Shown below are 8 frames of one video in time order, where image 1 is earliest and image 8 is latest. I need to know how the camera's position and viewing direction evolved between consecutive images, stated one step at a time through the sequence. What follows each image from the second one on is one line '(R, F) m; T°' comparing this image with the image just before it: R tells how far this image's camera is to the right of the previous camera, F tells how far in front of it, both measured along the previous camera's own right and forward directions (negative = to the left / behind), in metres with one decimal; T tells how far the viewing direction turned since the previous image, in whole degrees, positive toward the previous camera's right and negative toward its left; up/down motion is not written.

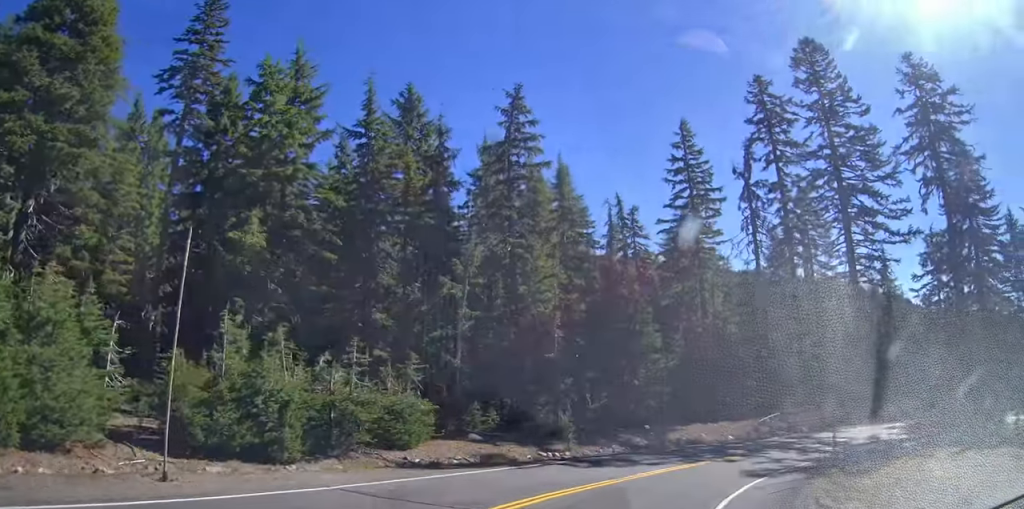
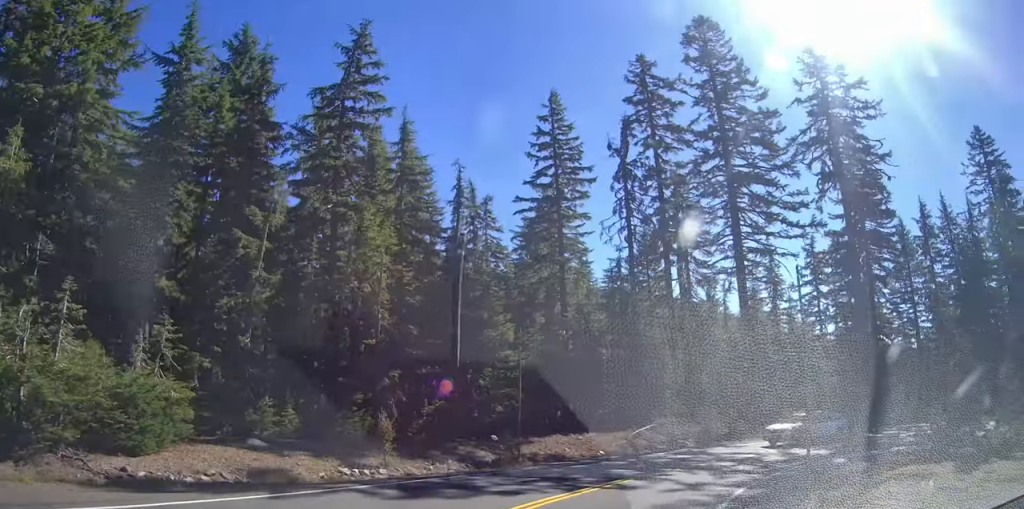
(+0.1, +7.8) m; +14°
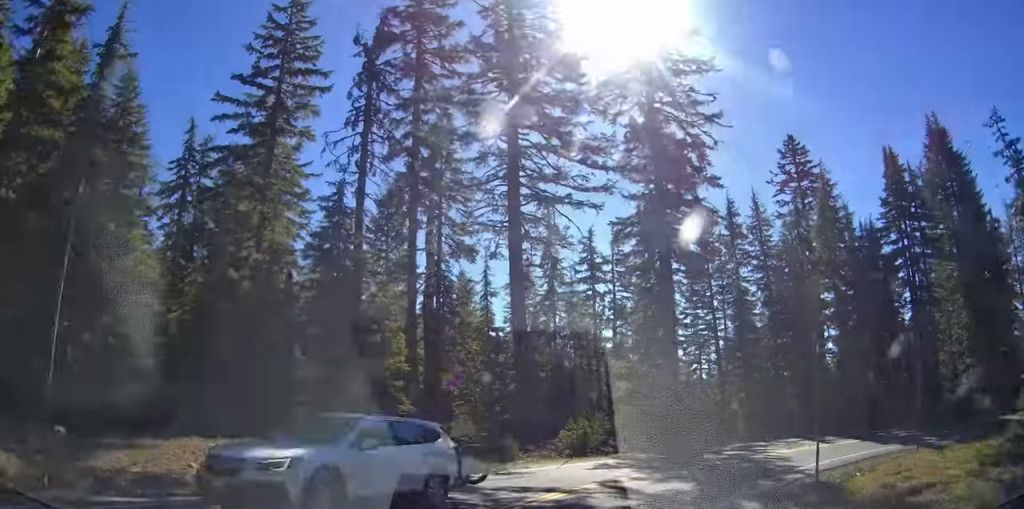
(+4.5, +10.8) m; +37°
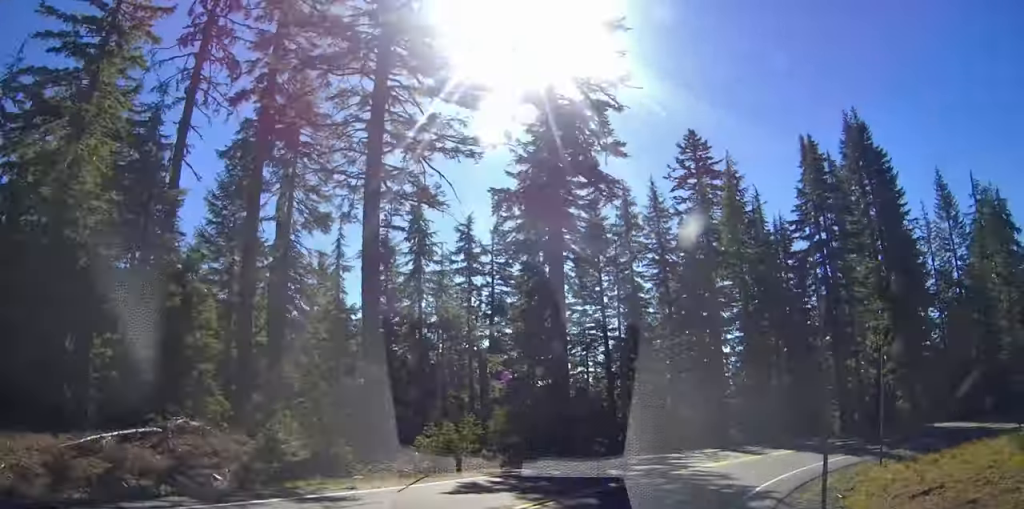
(+0.9, +5.6) m; +11°
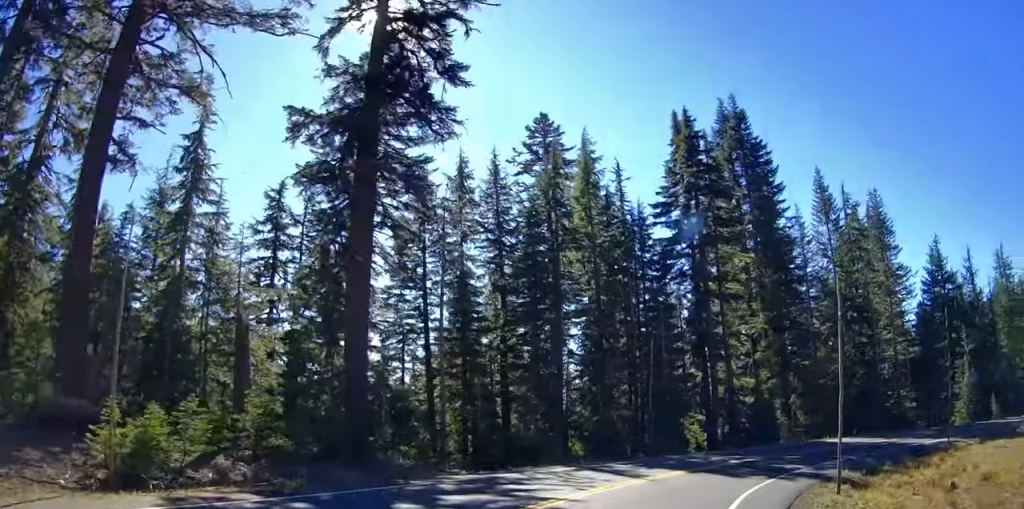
(-0.2, +7.2) m; +10°
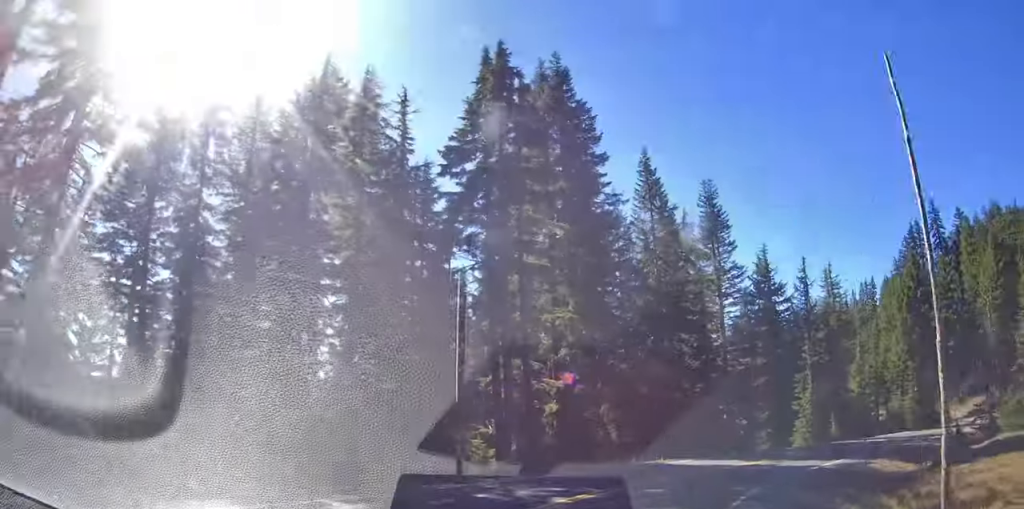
(+1.8, +9.4) m; +21°
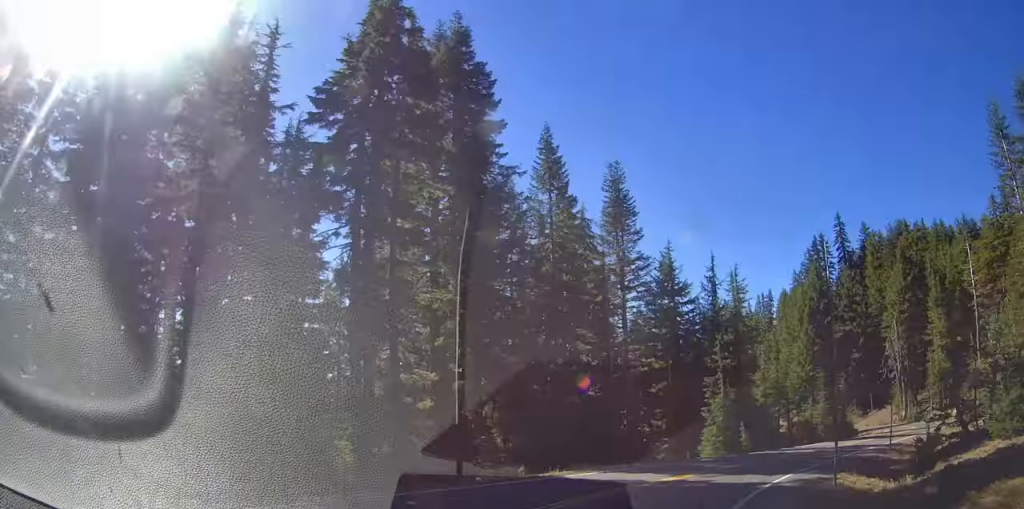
(+0.8, +5.3) m; +15°
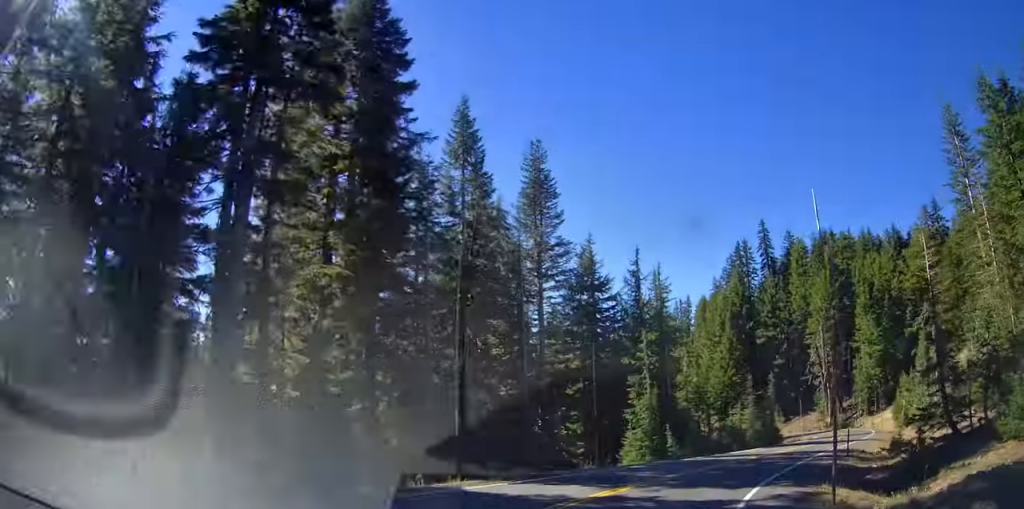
(-0.2, +4.4) m; +12°
